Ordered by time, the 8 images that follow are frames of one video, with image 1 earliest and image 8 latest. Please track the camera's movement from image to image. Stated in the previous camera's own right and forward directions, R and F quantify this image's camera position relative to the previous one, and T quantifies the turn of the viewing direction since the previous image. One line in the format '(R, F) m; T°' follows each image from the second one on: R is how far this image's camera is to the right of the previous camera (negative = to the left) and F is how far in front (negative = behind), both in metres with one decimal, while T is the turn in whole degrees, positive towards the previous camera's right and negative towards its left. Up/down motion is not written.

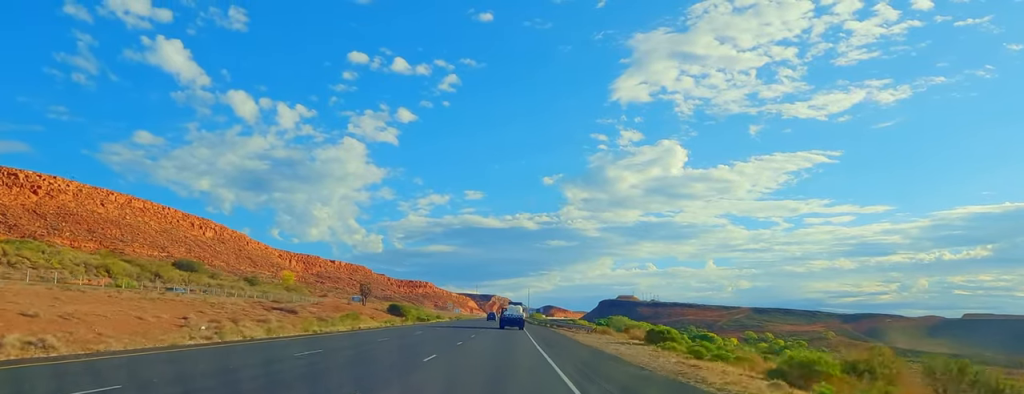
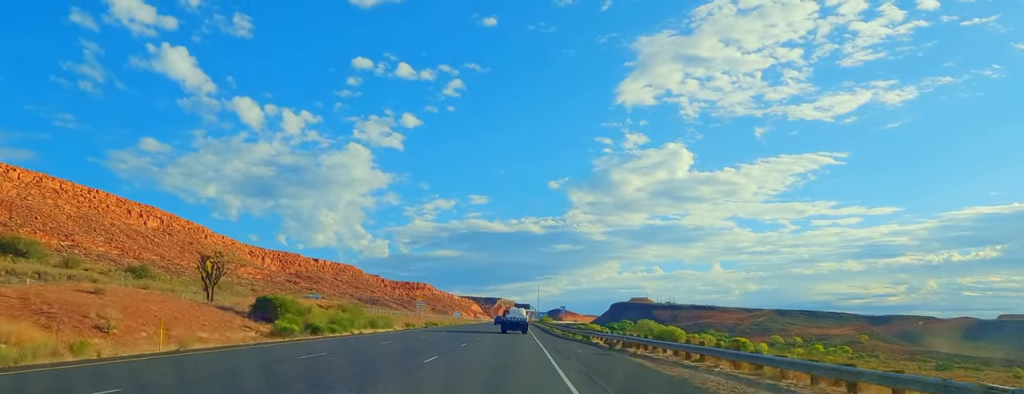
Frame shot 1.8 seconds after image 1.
(-0.6, +60.4) m; 0°
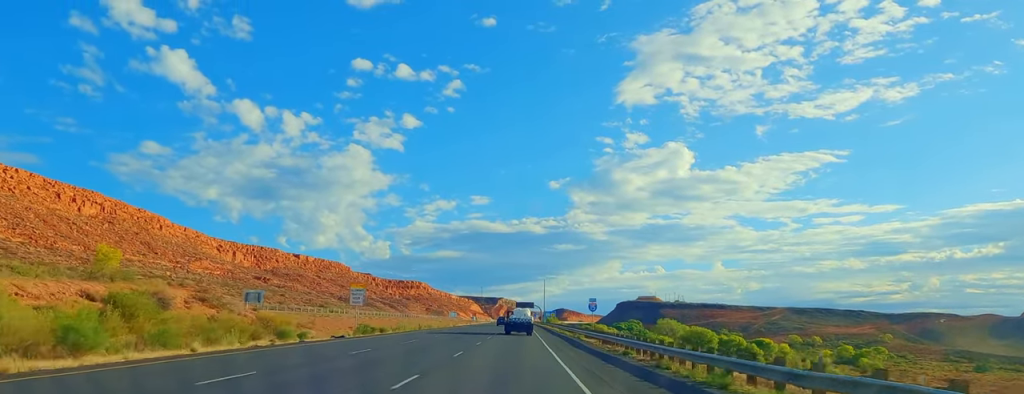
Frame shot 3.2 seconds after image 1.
(-0.1, +43.2) m; +1°
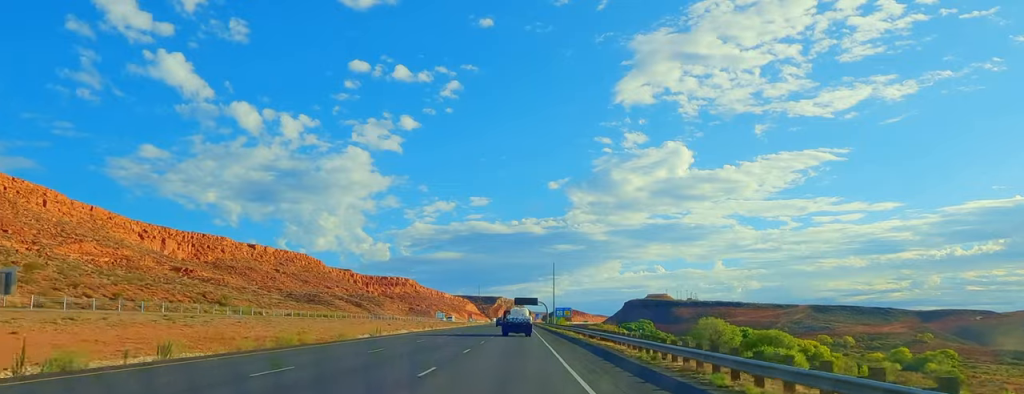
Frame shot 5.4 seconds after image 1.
(+0.9, +69.8) m; 0°
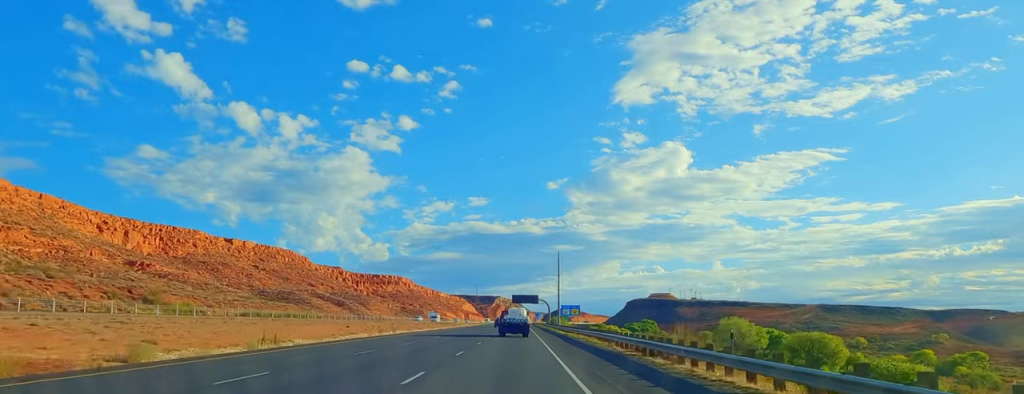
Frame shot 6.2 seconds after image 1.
(-0.4, +25.8) m; 0°
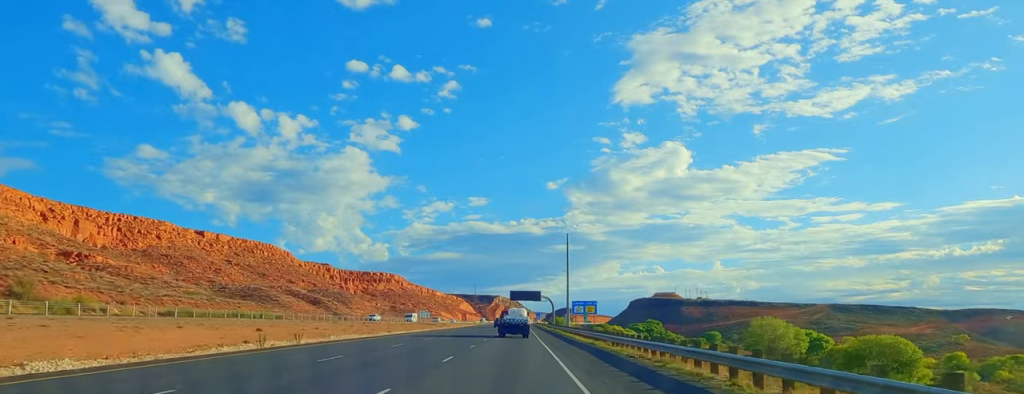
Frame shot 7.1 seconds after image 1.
(-0.4, +28.9) m; 0°
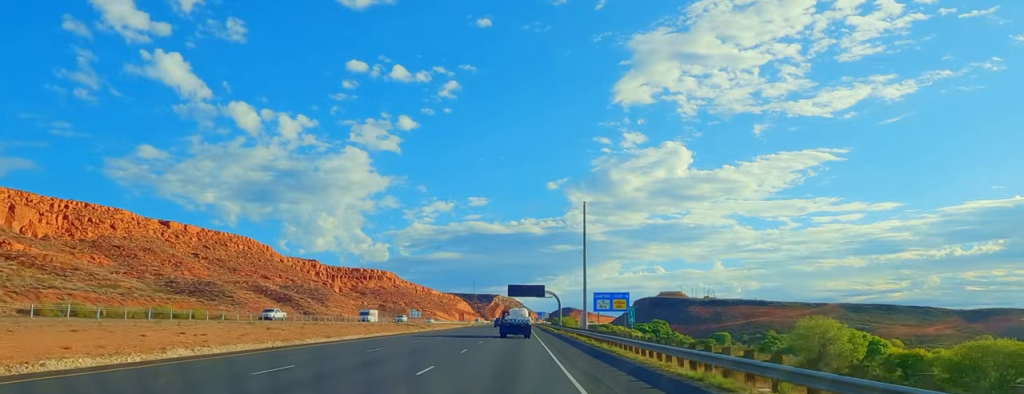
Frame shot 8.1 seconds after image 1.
(+0.2, +29.5) m; 0°
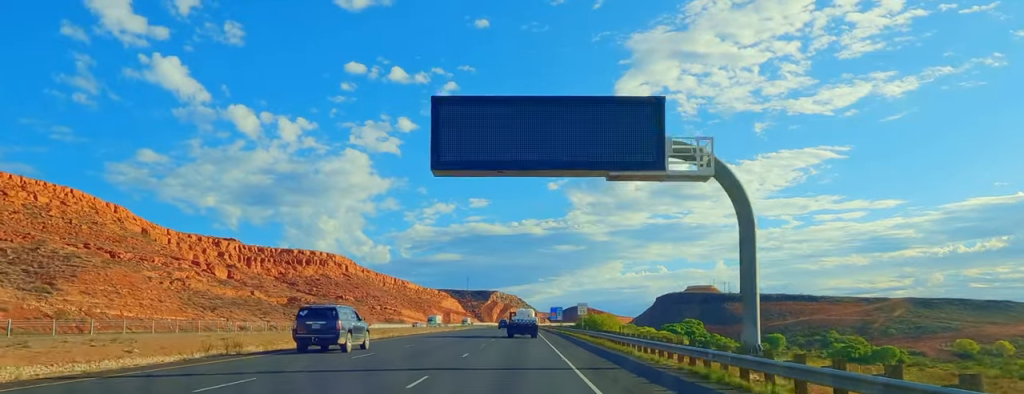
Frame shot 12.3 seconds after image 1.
(+0.1, +125.6) m; 0°
